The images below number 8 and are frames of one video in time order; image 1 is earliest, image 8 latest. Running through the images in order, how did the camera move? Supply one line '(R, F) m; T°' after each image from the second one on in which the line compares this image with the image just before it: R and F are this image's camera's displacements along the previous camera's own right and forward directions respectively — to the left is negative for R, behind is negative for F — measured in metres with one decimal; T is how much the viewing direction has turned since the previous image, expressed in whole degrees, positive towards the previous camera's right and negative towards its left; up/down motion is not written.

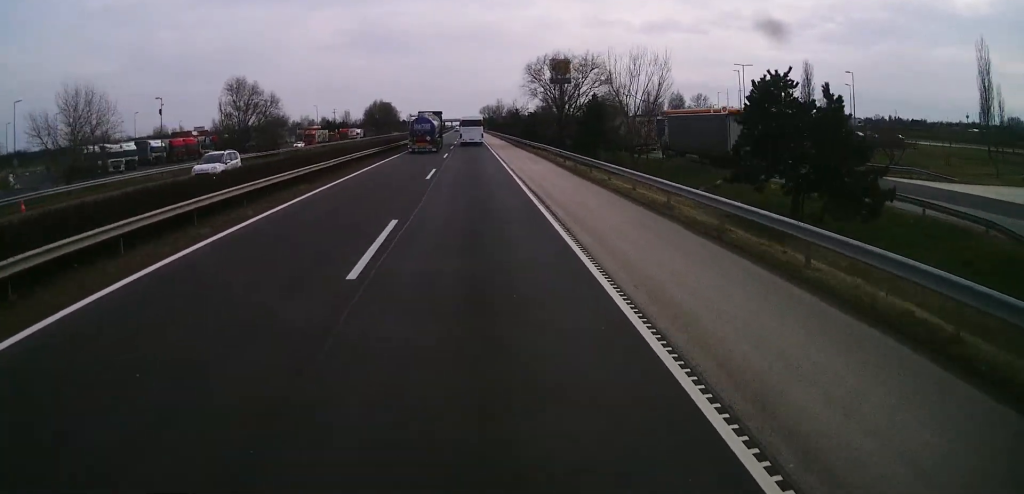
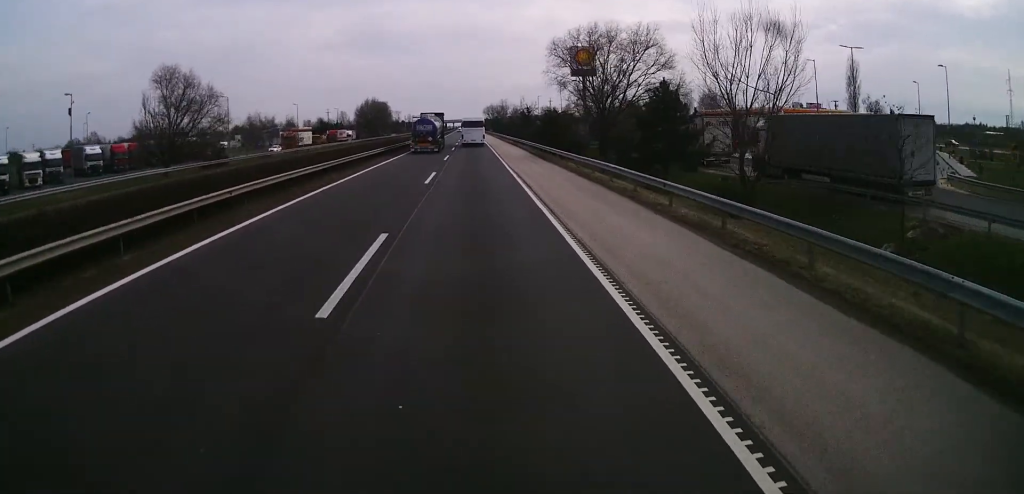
(0.0, +20.0) m; 0°
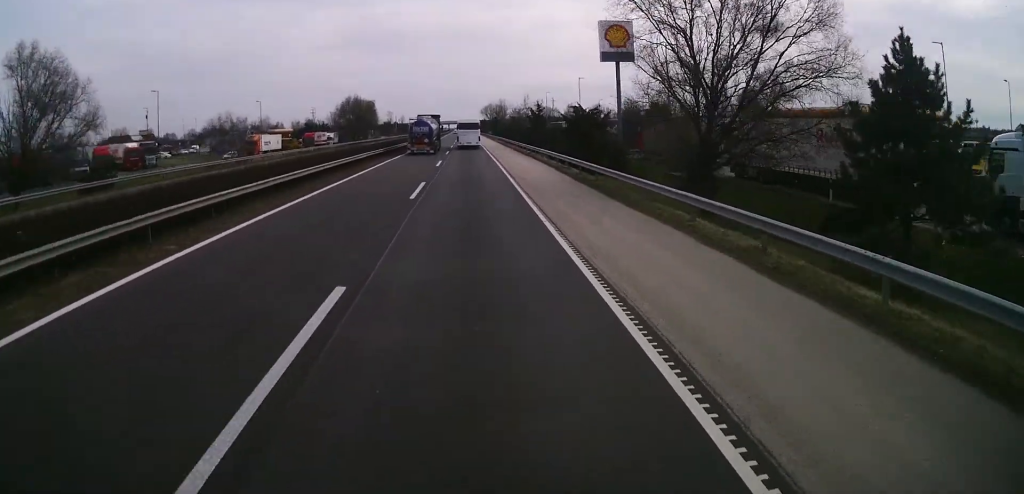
(-0.2, +22.3) m; 0°
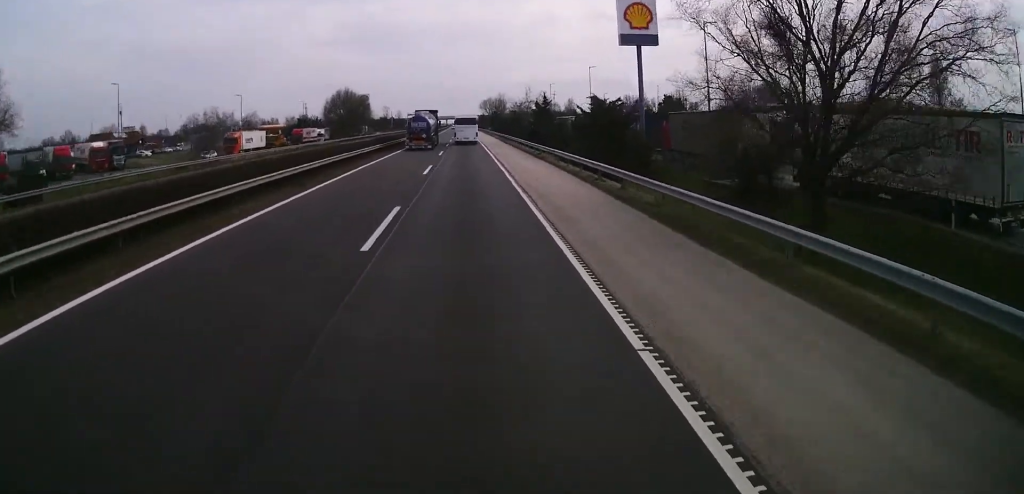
(0.0, +9.2) m; 0°
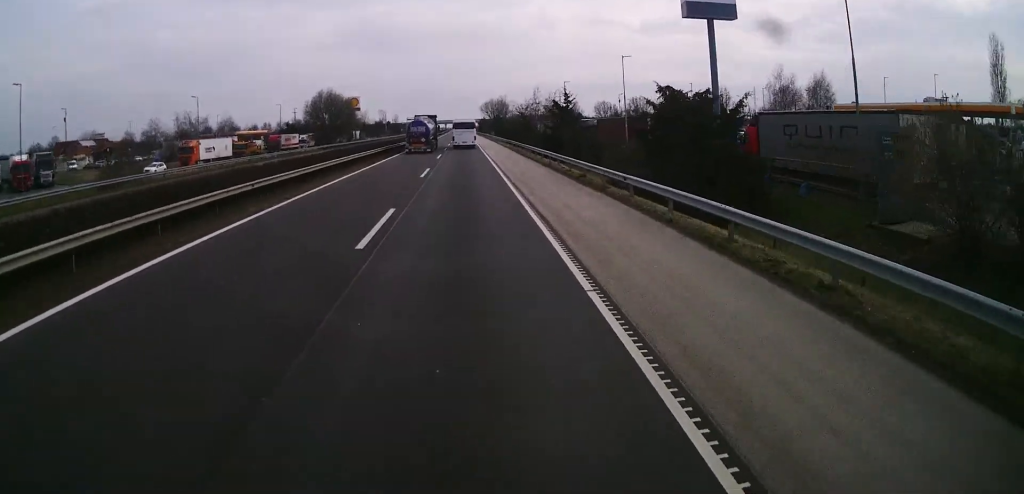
(+0.2, +17.7) m; +1°
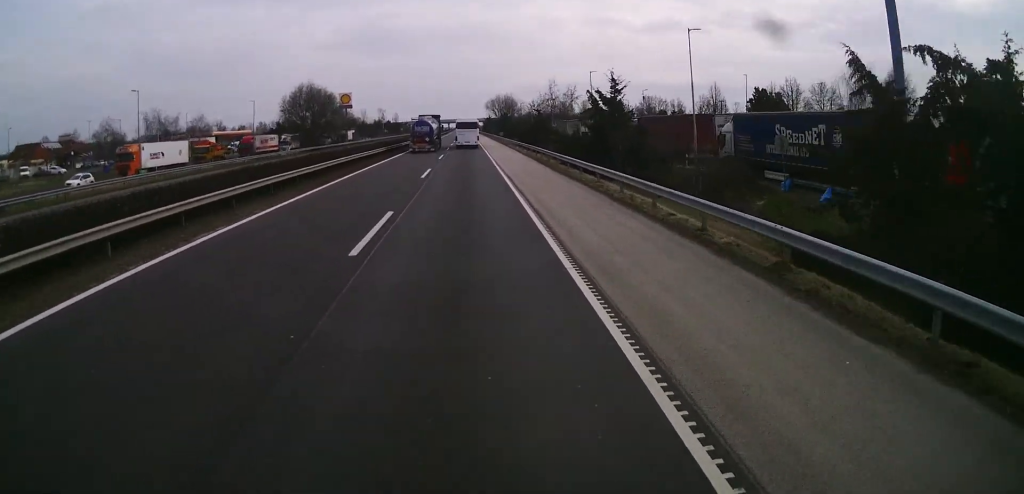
(0.0, +18.5) m; -1°
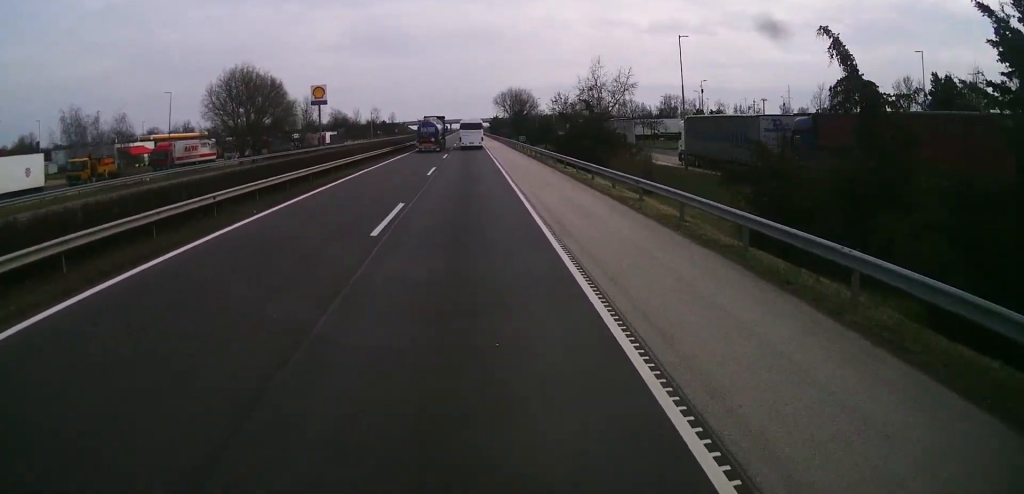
(-0.4, +33.9) m; -1°
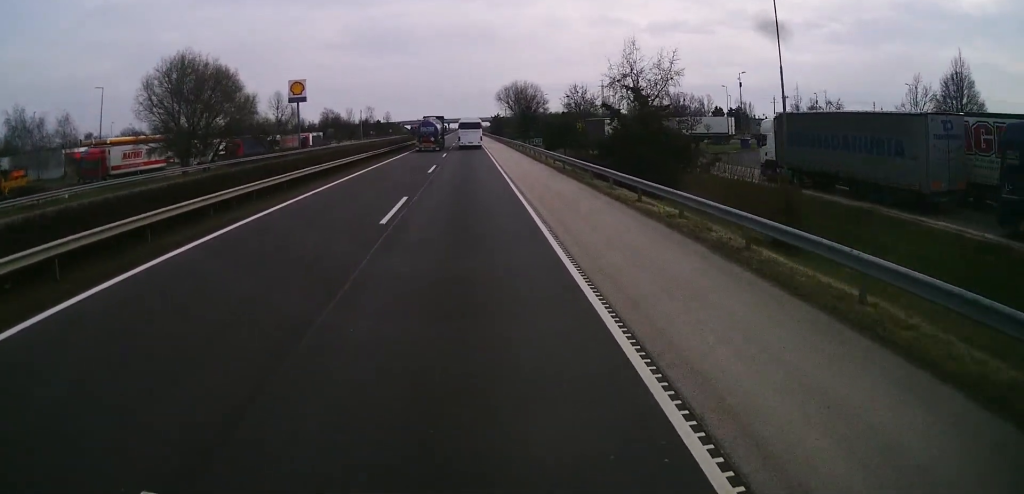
(0.0, +16.2) m; 0°
